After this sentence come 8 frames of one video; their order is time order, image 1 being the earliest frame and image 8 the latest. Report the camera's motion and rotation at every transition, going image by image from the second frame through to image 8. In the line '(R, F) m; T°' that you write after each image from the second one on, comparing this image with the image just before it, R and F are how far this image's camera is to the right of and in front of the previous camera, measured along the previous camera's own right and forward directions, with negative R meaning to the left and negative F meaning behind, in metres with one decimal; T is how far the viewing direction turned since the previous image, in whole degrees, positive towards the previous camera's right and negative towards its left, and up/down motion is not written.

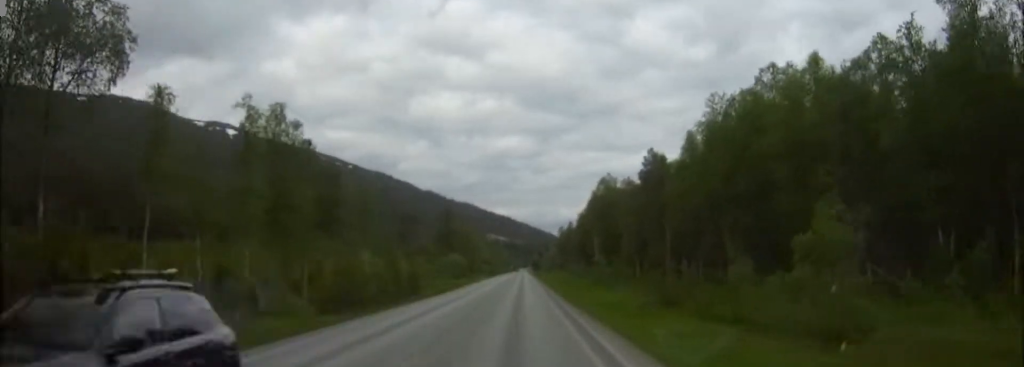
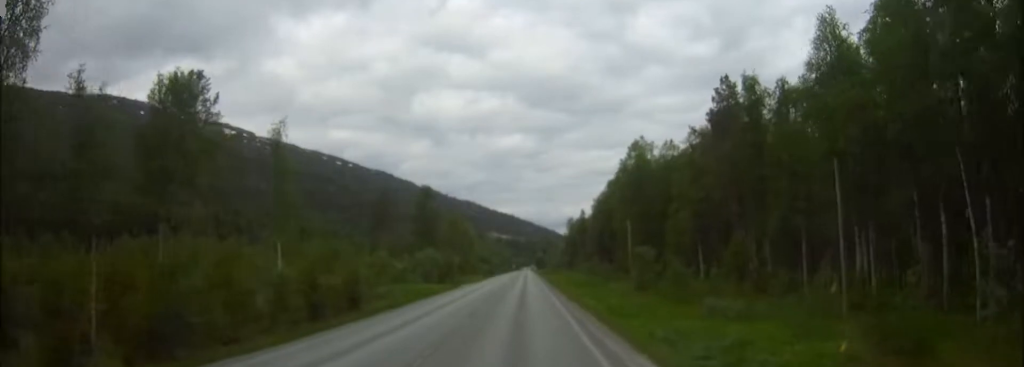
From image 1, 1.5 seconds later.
(-0.1, +30.5) m; 0°
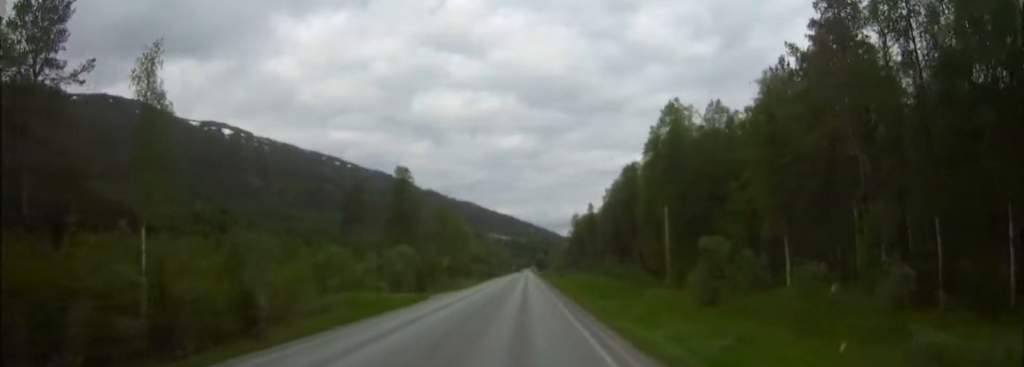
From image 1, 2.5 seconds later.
(+0.1, +19.9) m; 0°
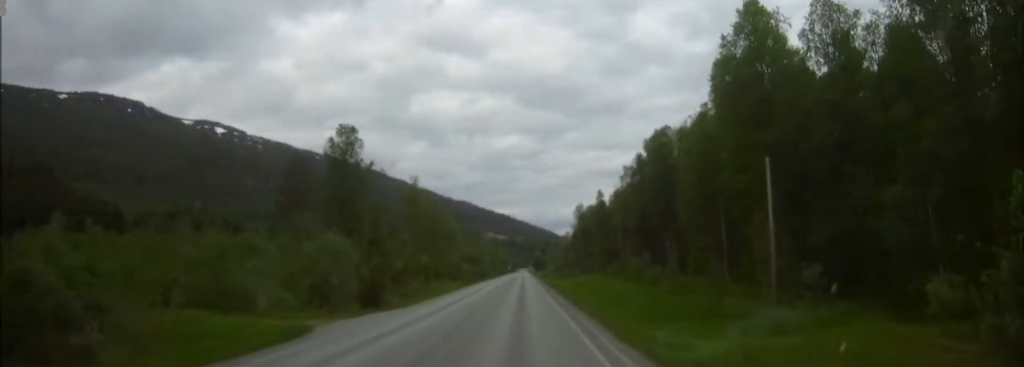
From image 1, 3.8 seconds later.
(0.0, +24.5) m; 0°
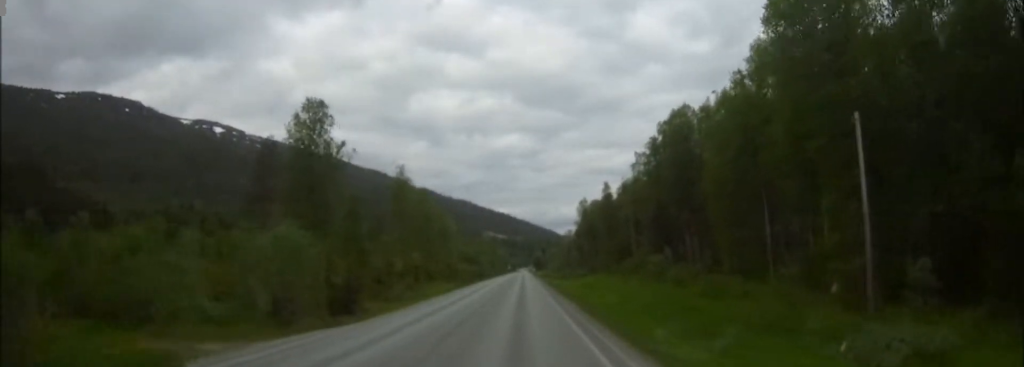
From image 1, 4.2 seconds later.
(0.0, +9.3) m; 0°
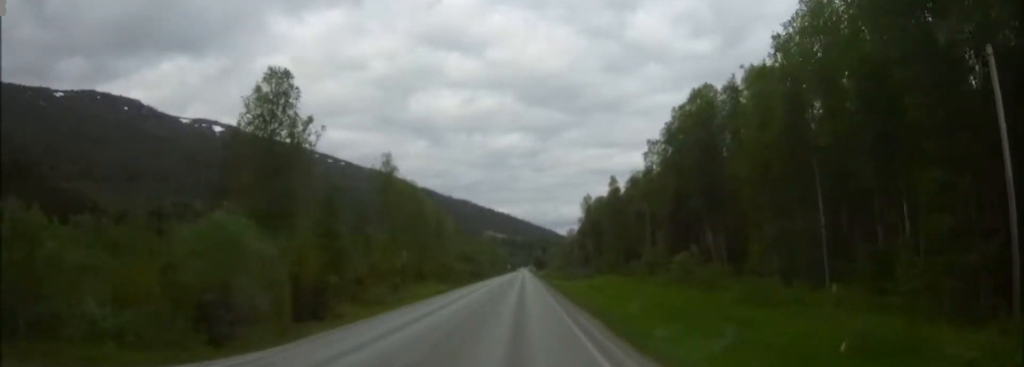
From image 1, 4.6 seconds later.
(0.0, +8.0) m; 0°
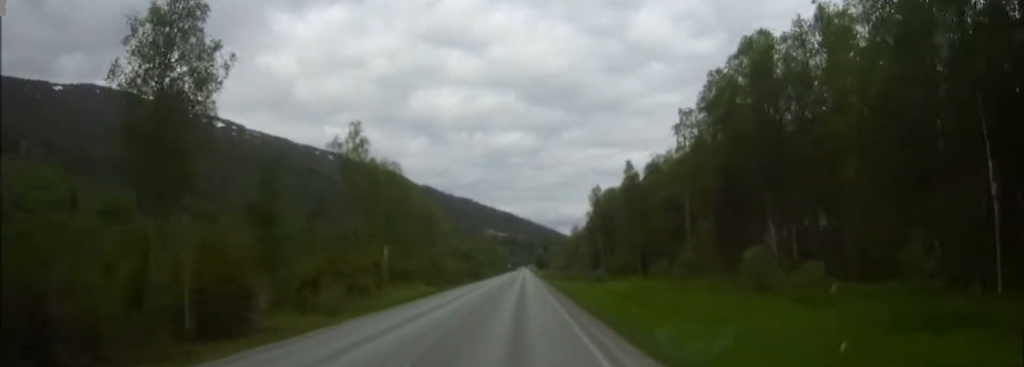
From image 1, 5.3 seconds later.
(0.0, +13.9) m; 0°
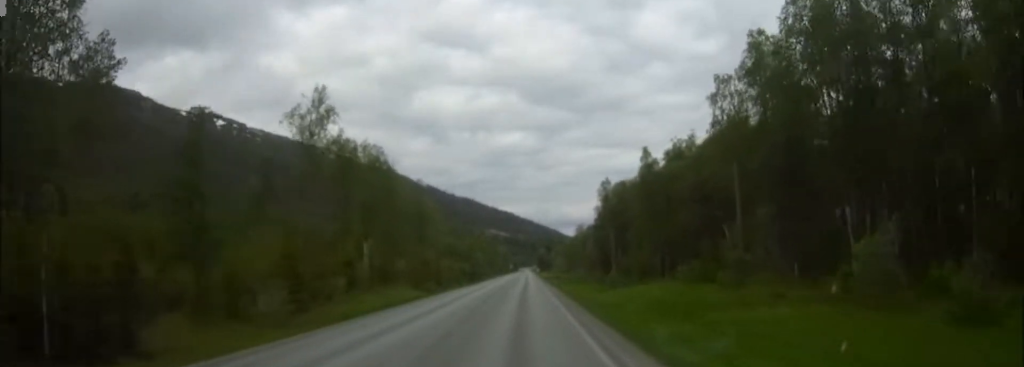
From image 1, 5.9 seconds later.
(0.0, +10.6) m; 0°
